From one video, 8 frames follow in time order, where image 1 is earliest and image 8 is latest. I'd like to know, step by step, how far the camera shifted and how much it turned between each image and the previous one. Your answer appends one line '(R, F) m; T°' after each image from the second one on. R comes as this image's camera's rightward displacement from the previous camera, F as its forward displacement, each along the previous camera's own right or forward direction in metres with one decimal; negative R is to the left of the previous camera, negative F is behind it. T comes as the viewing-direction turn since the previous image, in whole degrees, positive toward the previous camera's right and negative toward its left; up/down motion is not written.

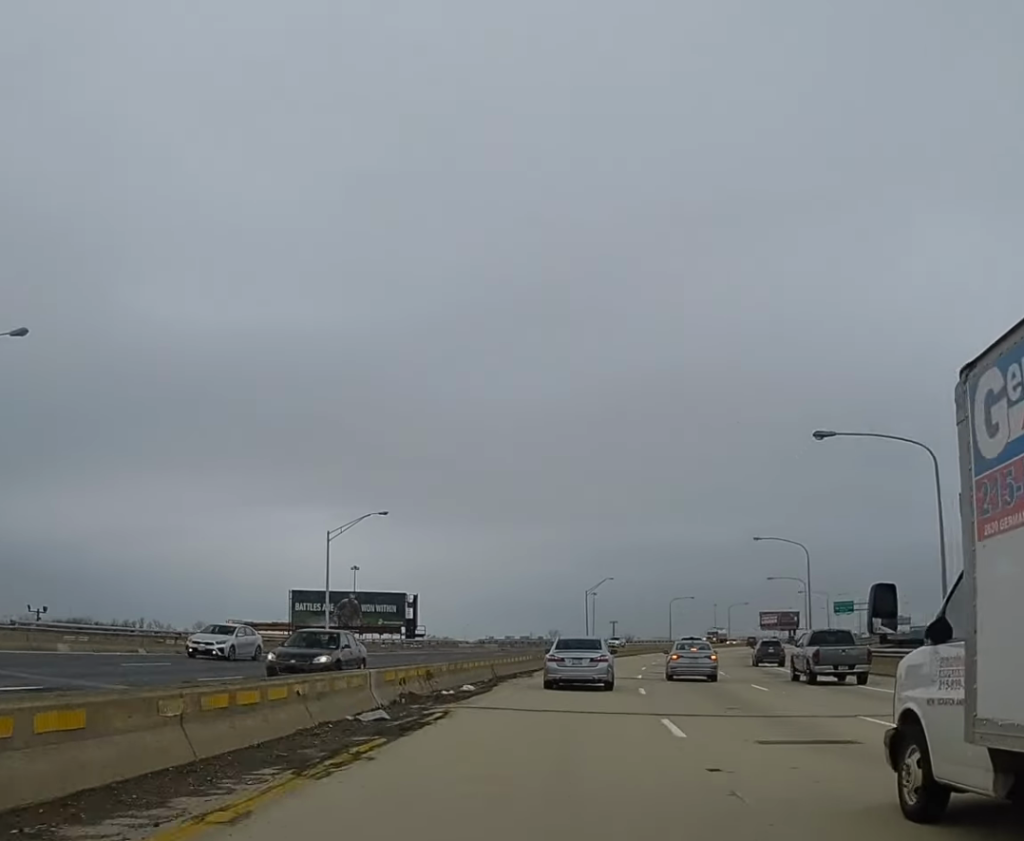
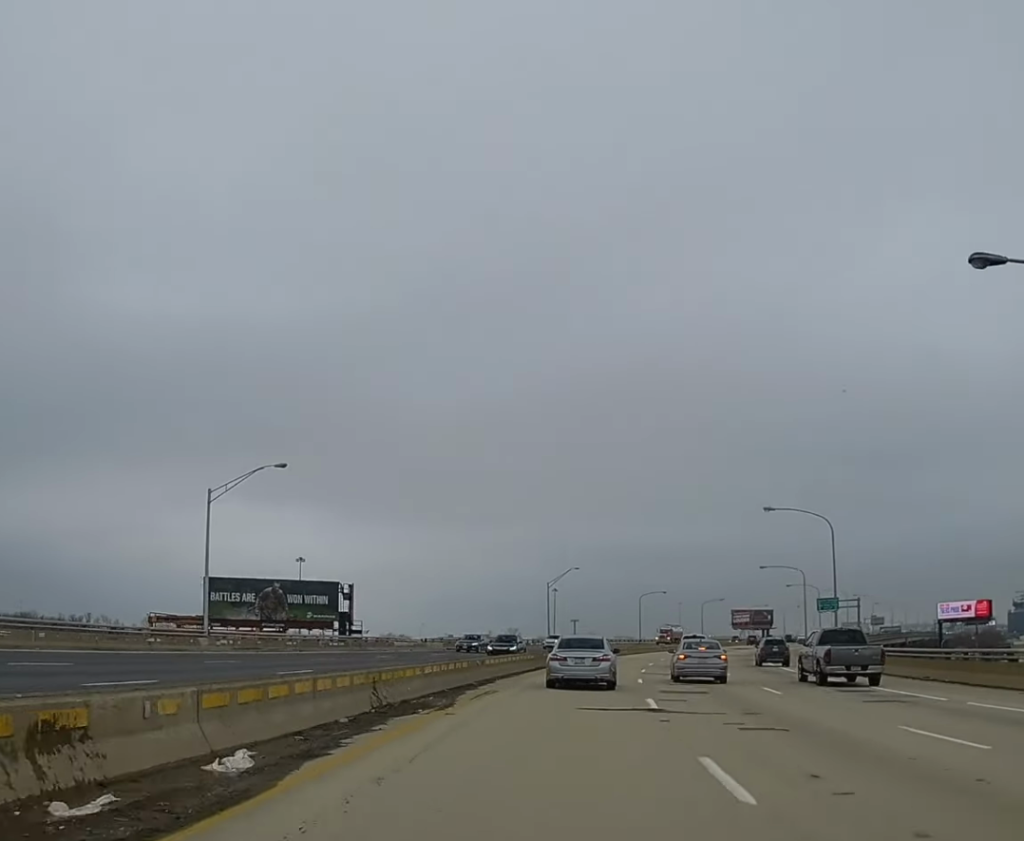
(+0.4, +17.8) m; +2°
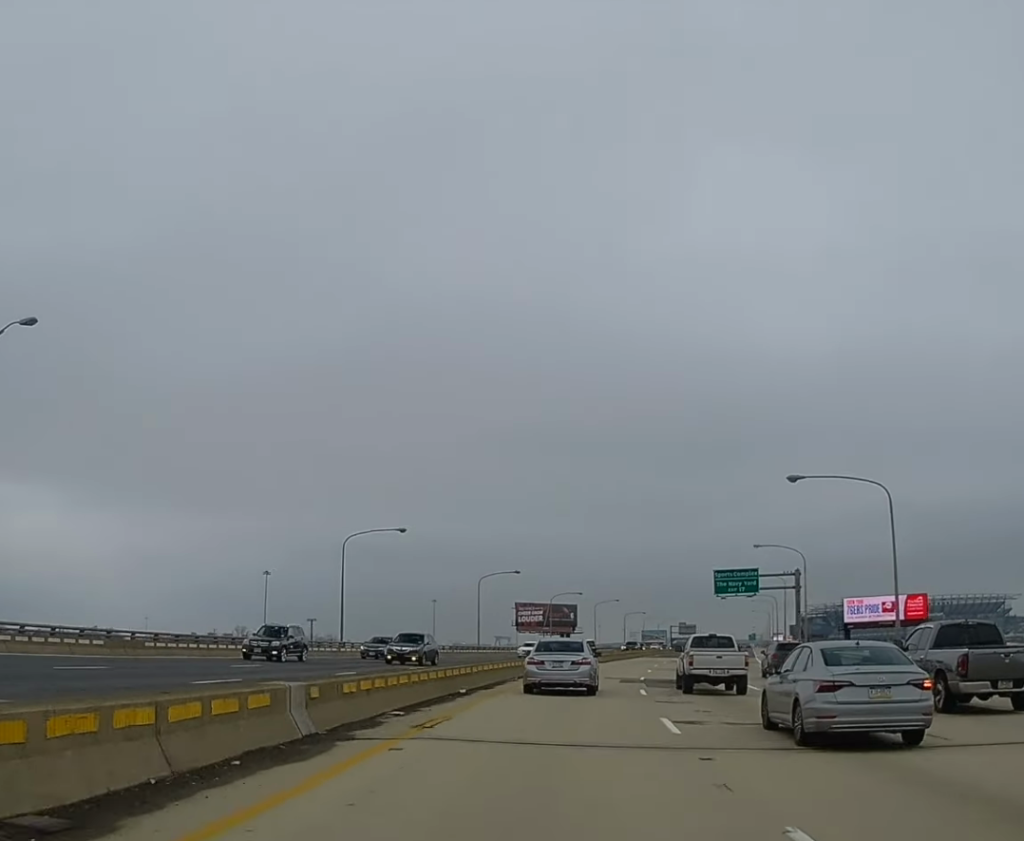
(+11.7, +100.5) m; +14°
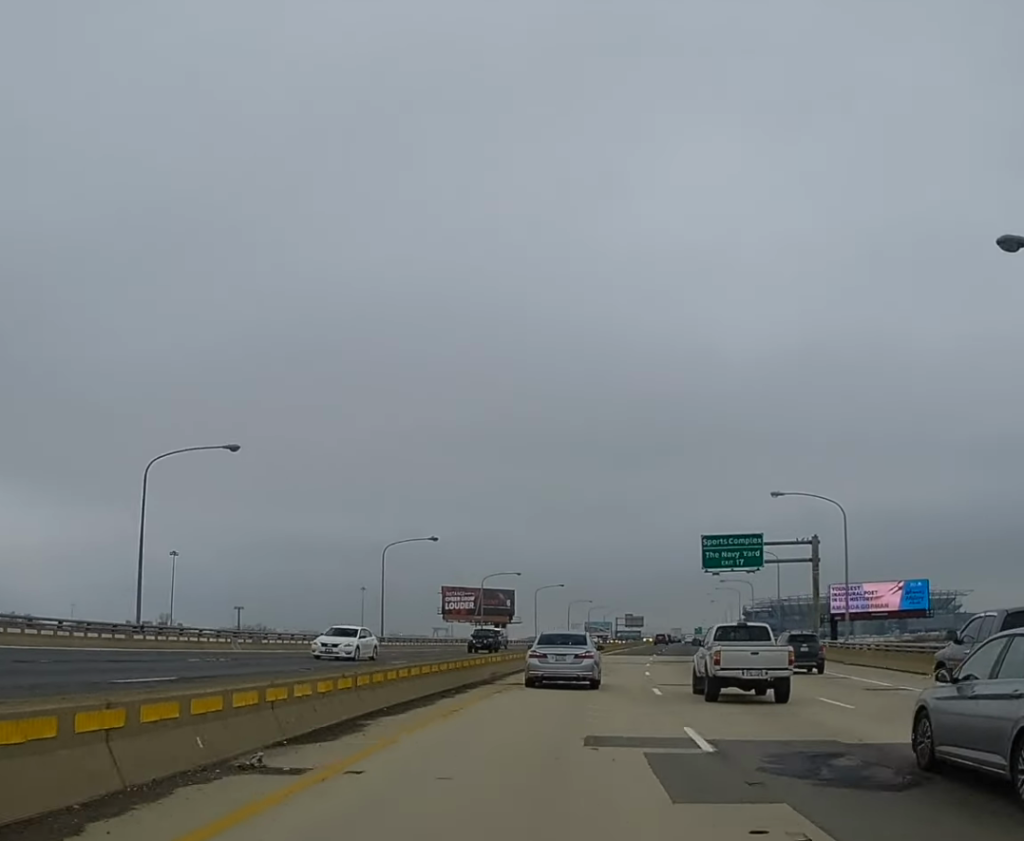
(+1.2, +27.7) m; +4°
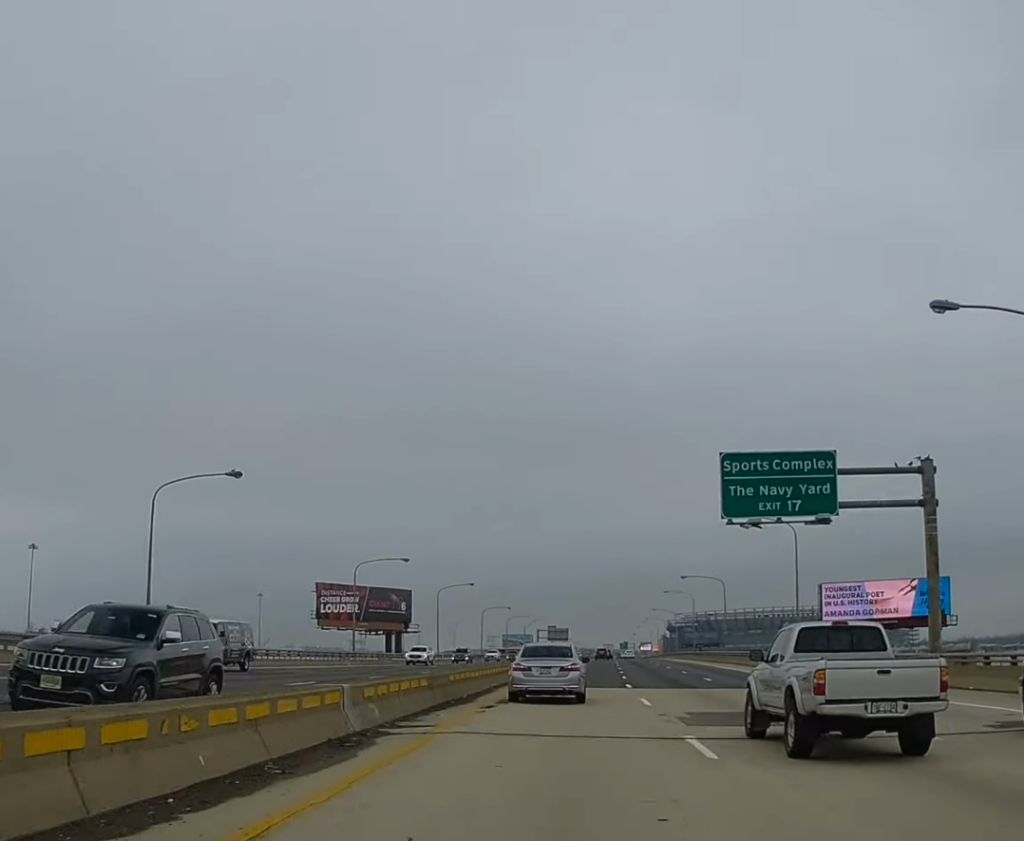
(+1.8, +35.8) m; +4°
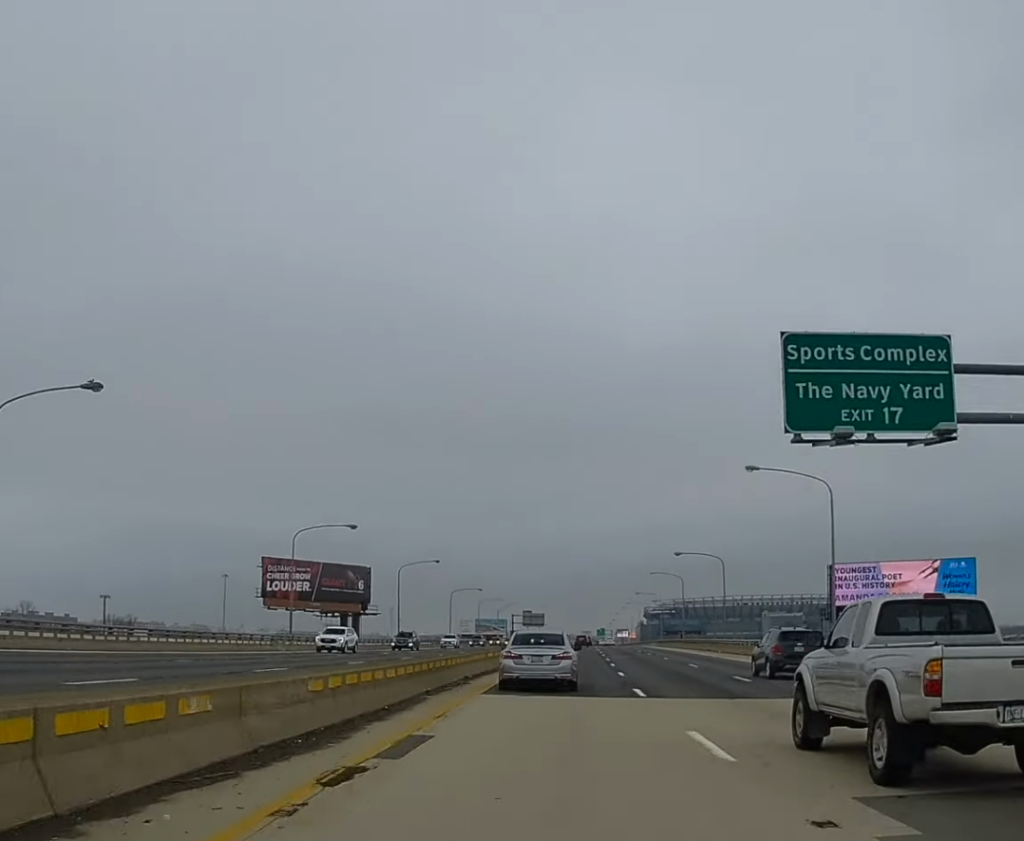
(+0.2, +13.6) m; +1°
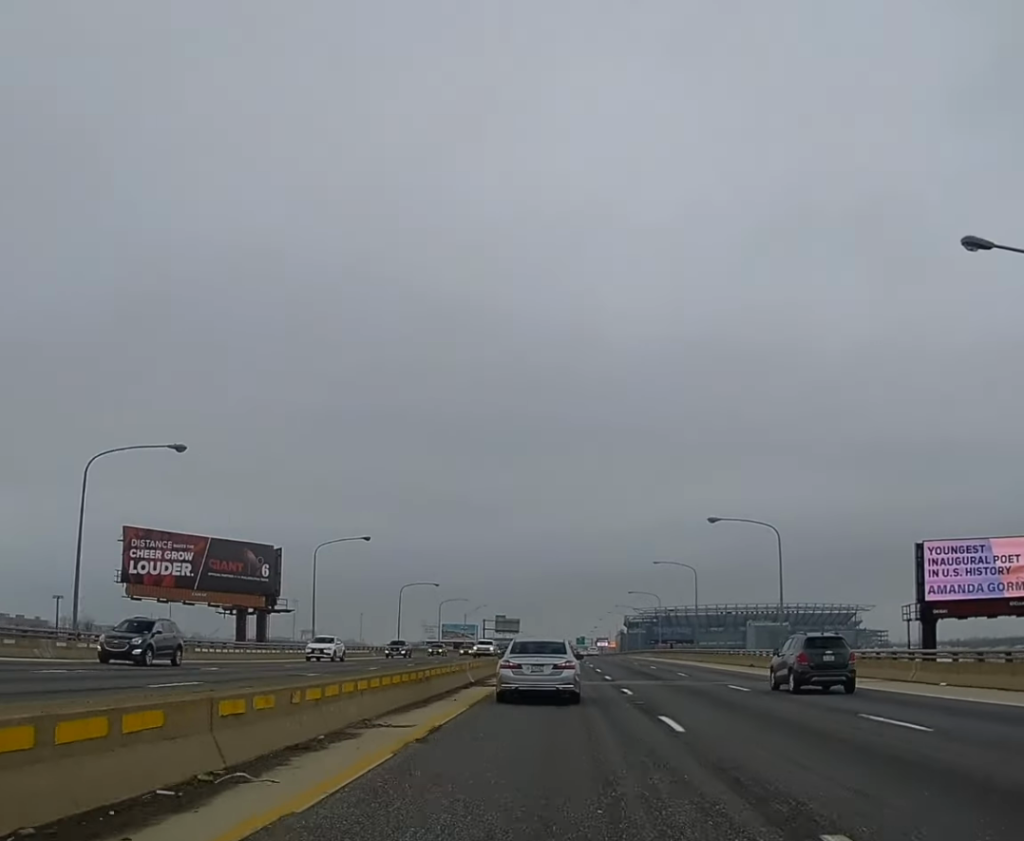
(+0.3, +31.1) m; +2°
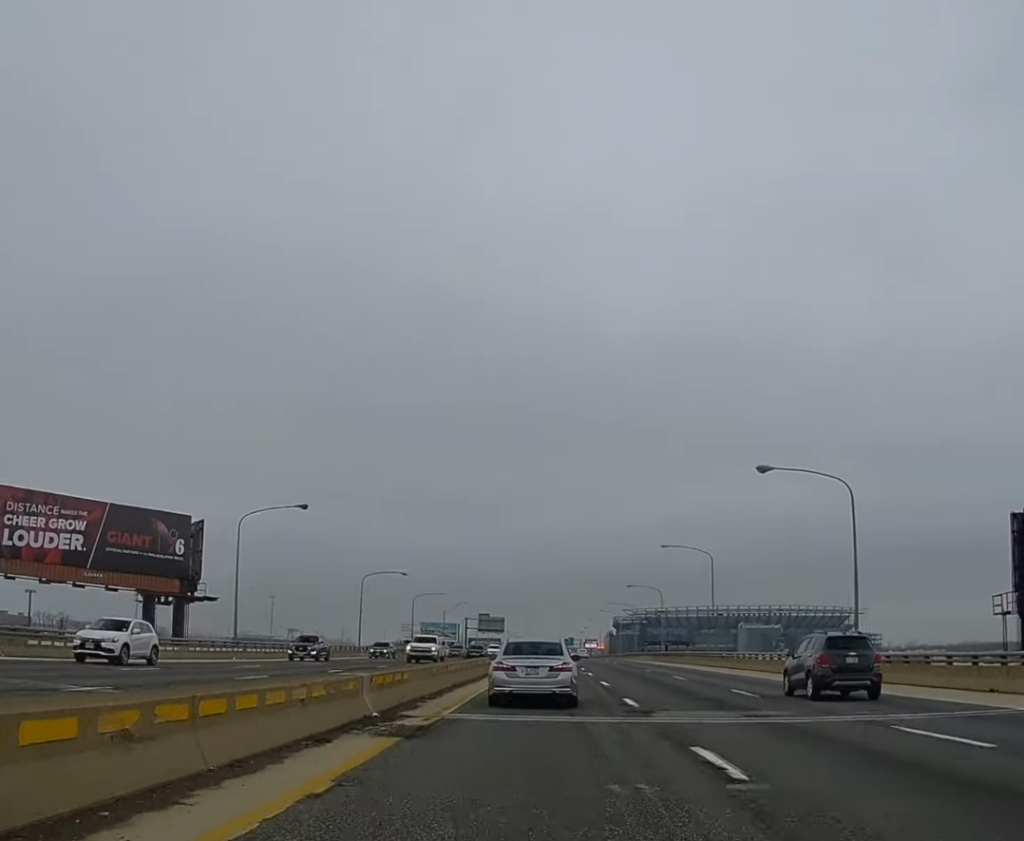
(+0.2, +17.6) m; +1°
